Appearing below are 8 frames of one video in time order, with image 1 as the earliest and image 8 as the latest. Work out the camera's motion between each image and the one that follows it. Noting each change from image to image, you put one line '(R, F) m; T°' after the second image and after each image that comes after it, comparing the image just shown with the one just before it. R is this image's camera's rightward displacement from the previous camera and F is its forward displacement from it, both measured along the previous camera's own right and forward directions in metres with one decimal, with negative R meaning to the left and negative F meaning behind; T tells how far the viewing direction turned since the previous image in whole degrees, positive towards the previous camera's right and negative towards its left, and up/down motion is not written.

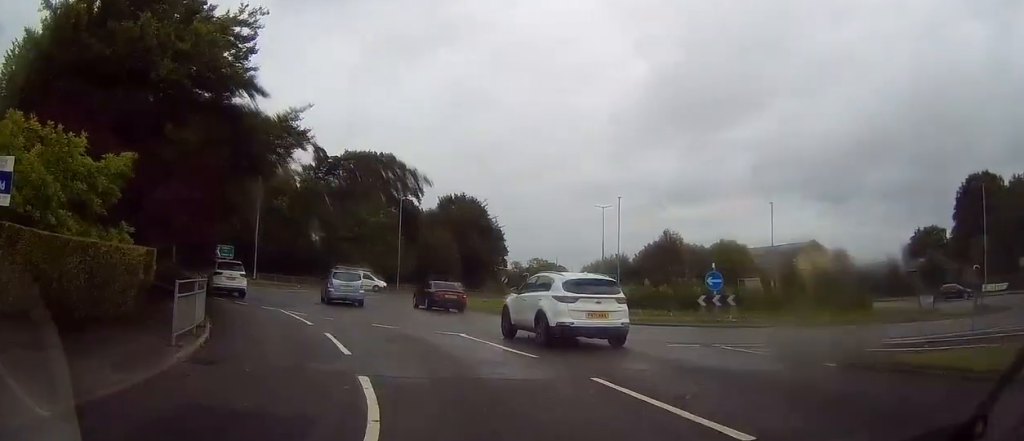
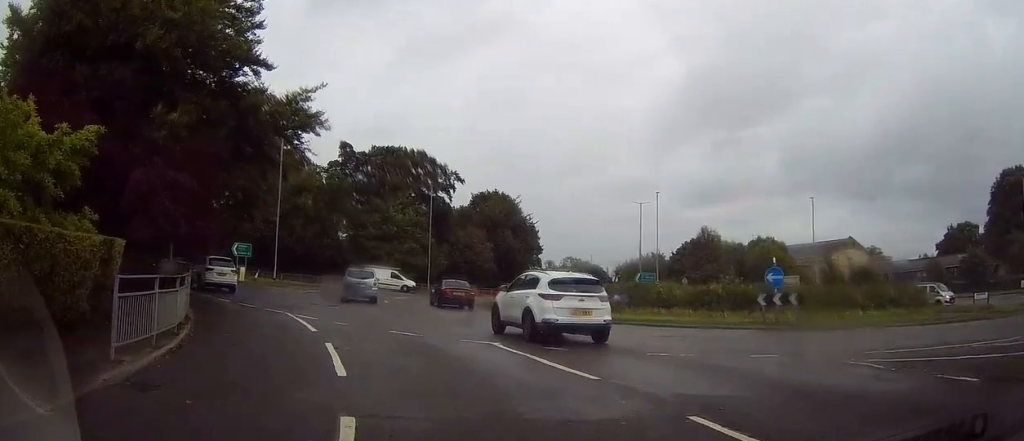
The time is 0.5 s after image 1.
(+0.2, +3.1) m; -3°
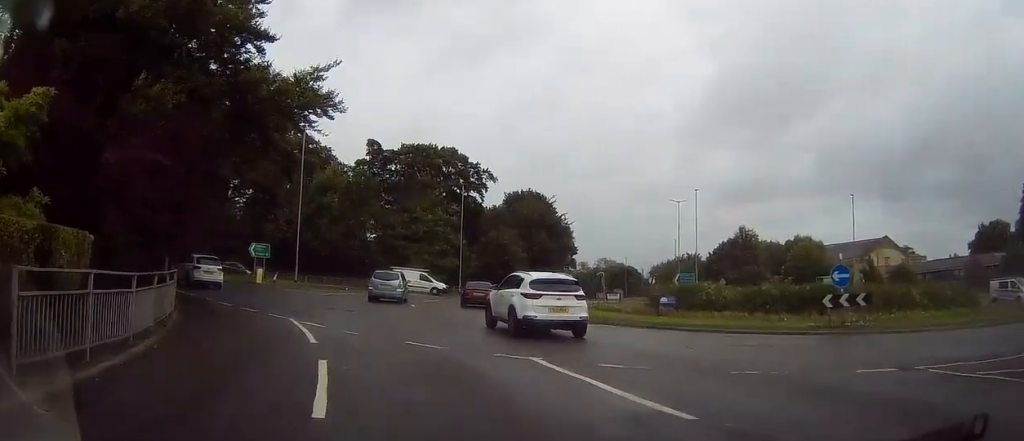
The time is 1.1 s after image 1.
(+0.1, +3.0) m; -3°
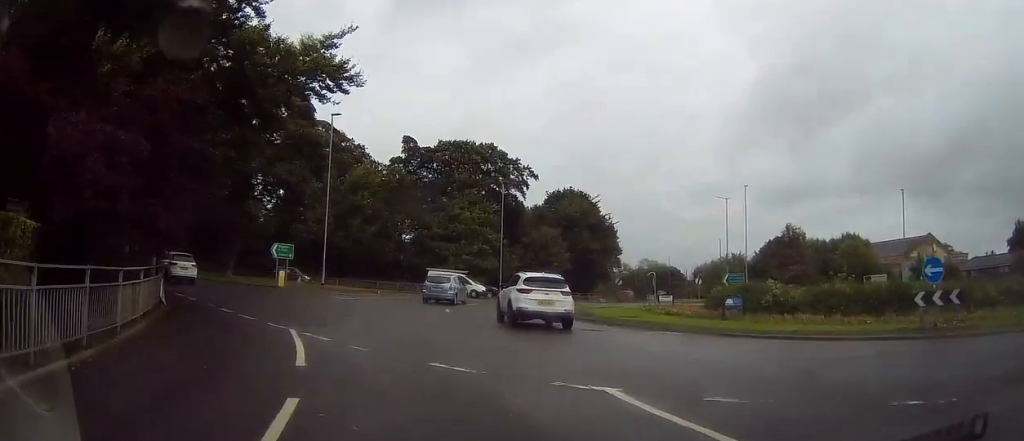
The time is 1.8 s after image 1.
(-0.5, +3.8) m; -6°
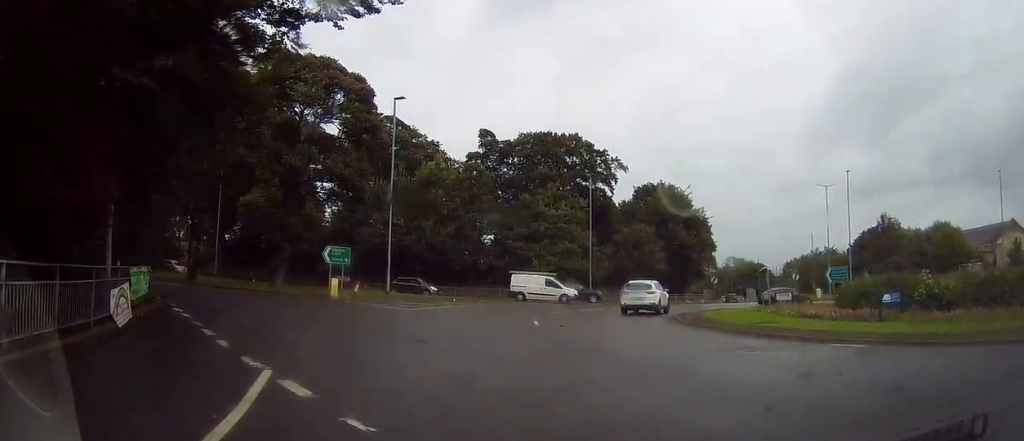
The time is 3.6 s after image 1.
(-0.4, +7.5) m; -10°
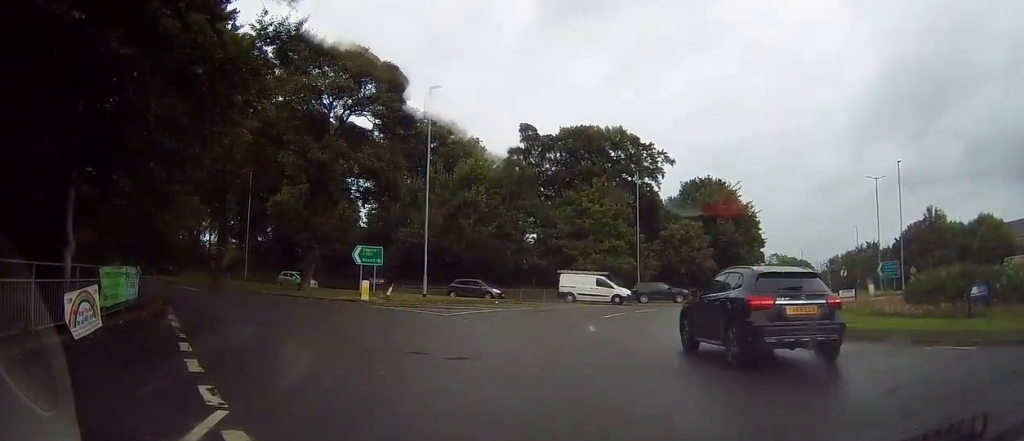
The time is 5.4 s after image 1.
(-0.4, +3.6) m; -10°
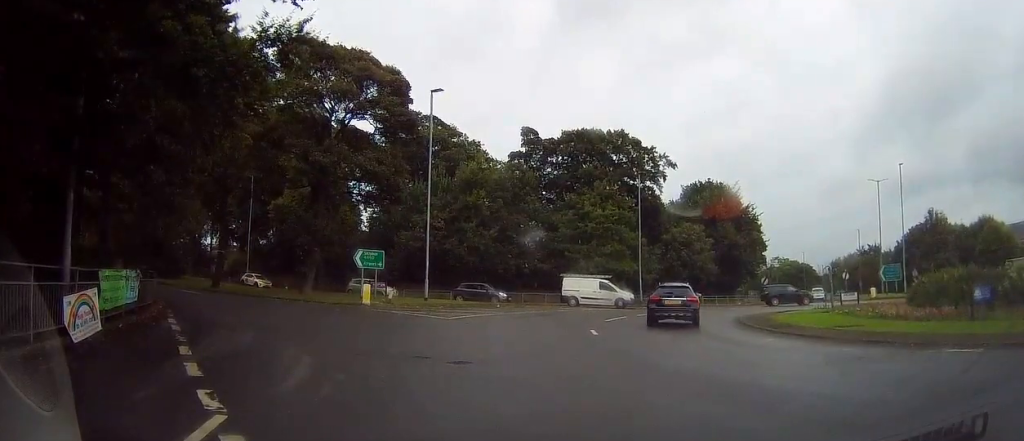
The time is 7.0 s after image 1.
(0.0, +0.4) m; 0°
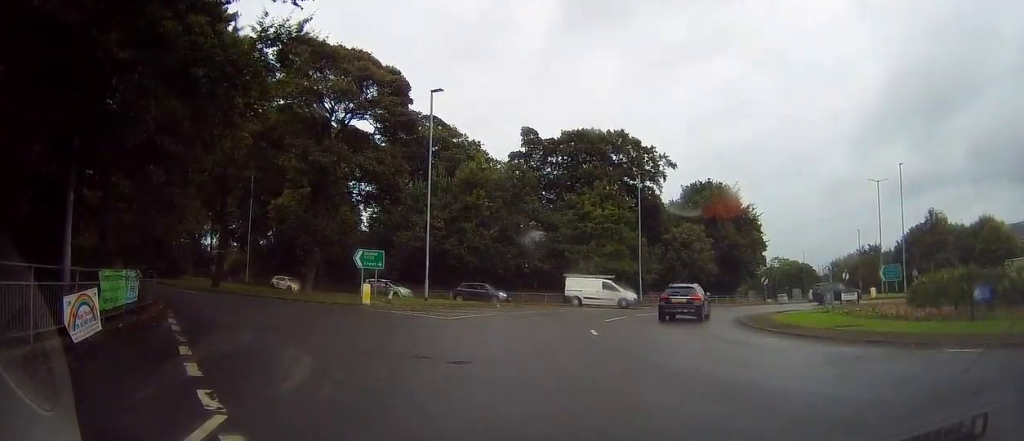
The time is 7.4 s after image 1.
(0.0, 0.0) m; 0°
